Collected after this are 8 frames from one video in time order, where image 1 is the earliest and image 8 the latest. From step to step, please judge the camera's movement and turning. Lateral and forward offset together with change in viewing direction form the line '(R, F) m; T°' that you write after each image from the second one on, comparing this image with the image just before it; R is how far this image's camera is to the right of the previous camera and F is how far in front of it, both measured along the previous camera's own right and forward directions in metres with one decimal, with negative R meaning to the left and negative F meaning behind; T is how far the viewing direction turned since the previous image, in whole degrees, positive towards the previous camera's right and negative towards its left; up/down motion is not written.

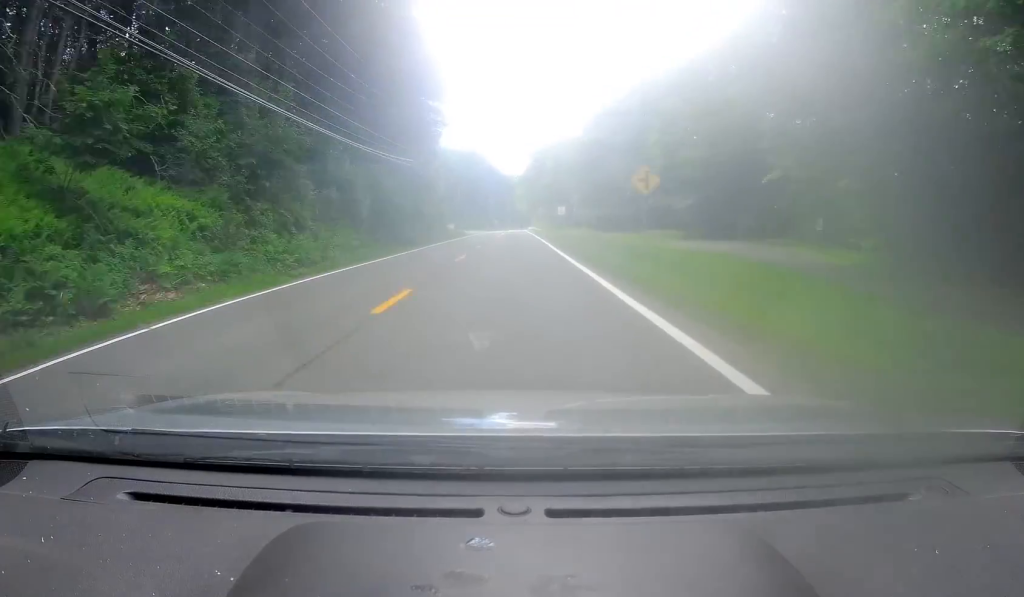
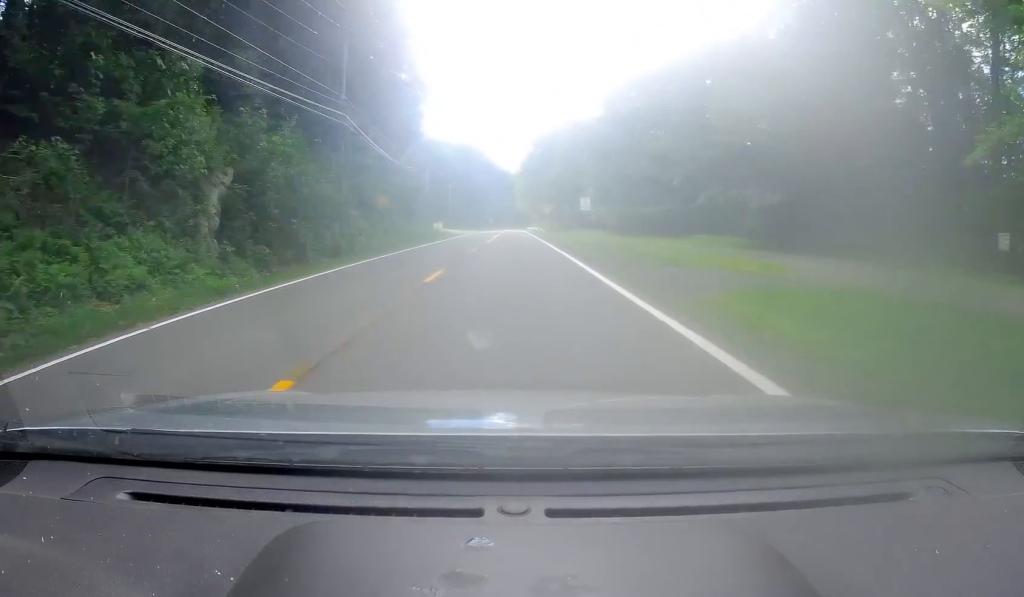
(+0.1, +19.8) m; 0°
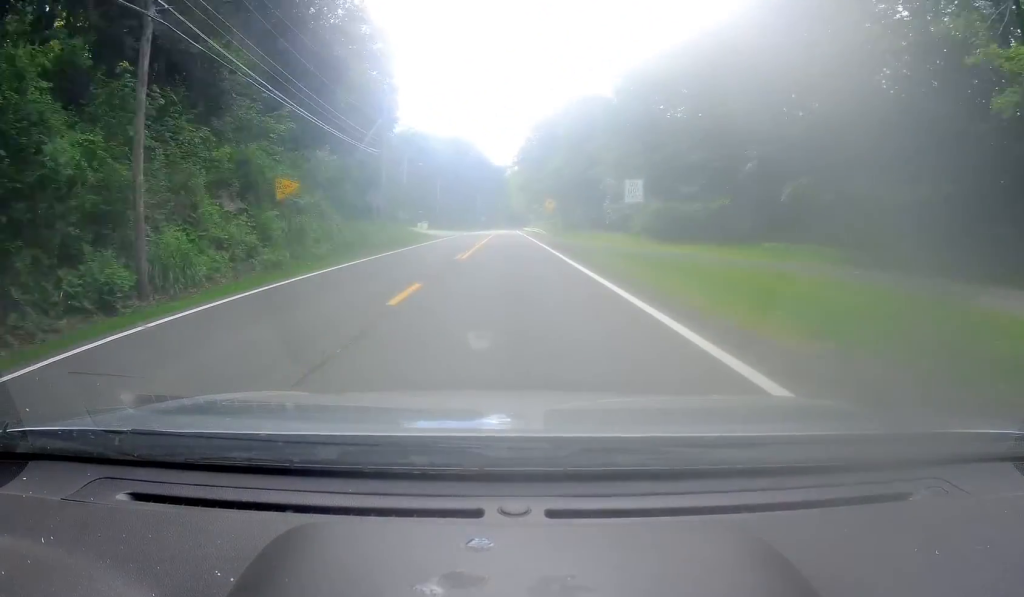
(+0.2, +16.8) m; 0°
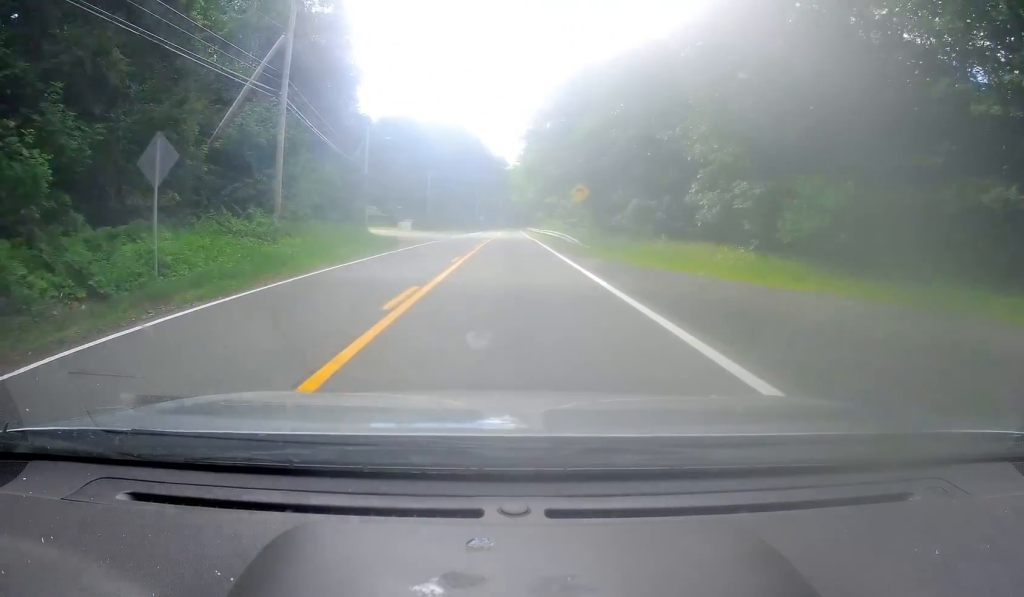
(-0.4, +24.9) m; 0°
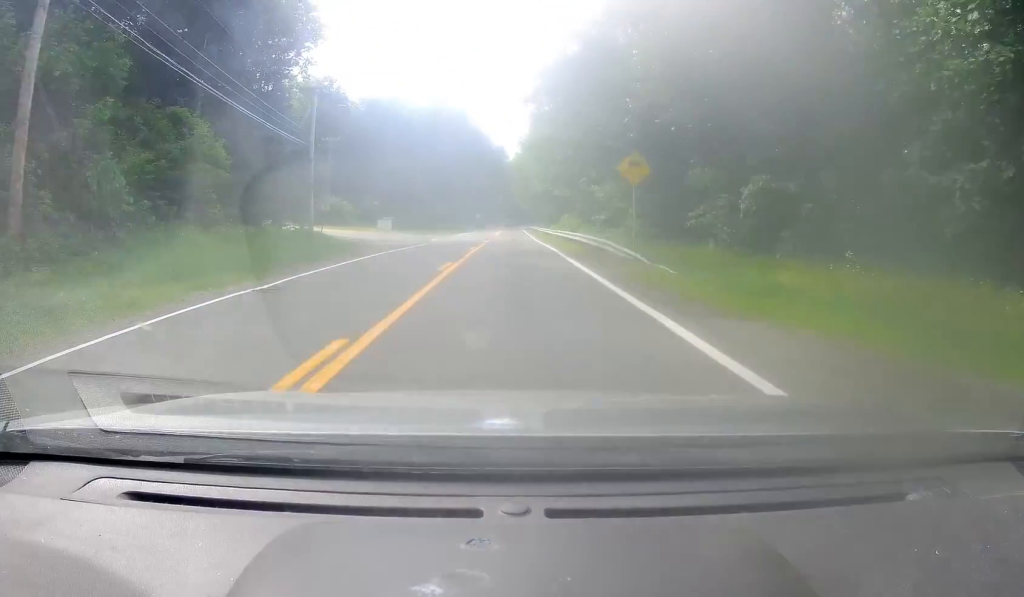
(+0.2, +17.5) m; 0°
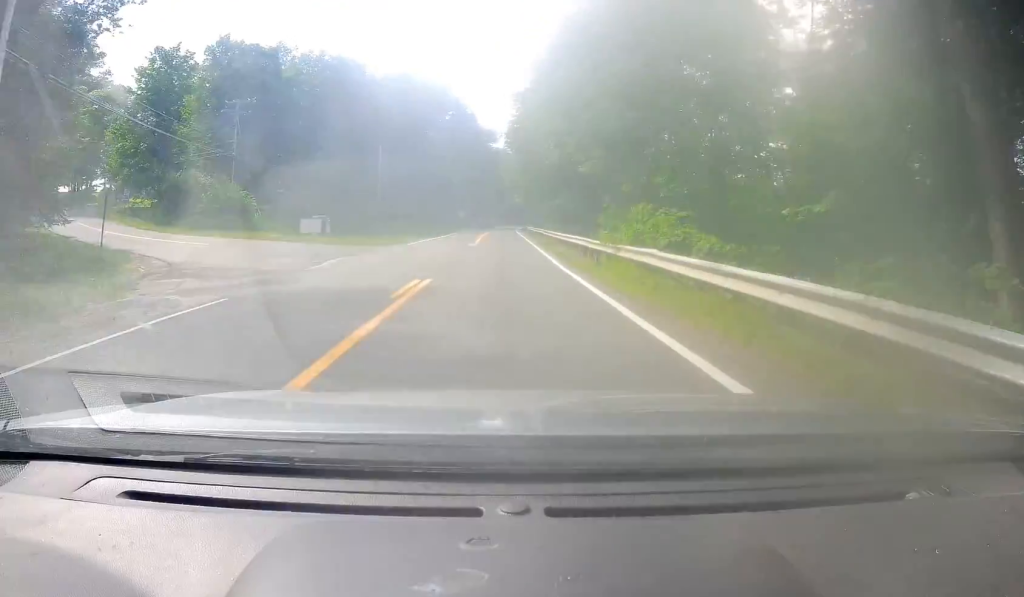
(+0.2, +30.1) m; +2°
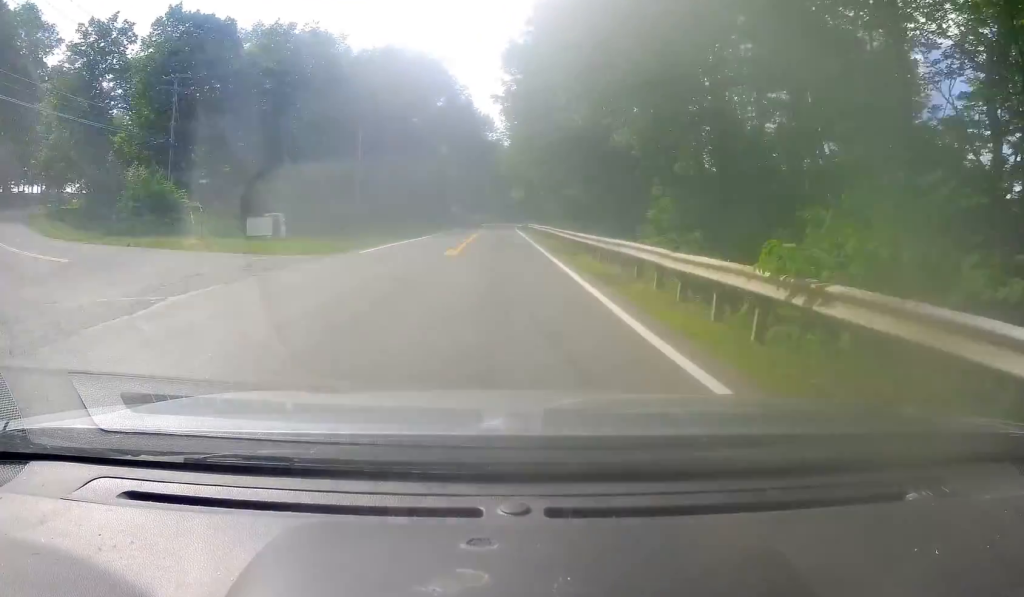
(+0.2, +11.9) m; +1°
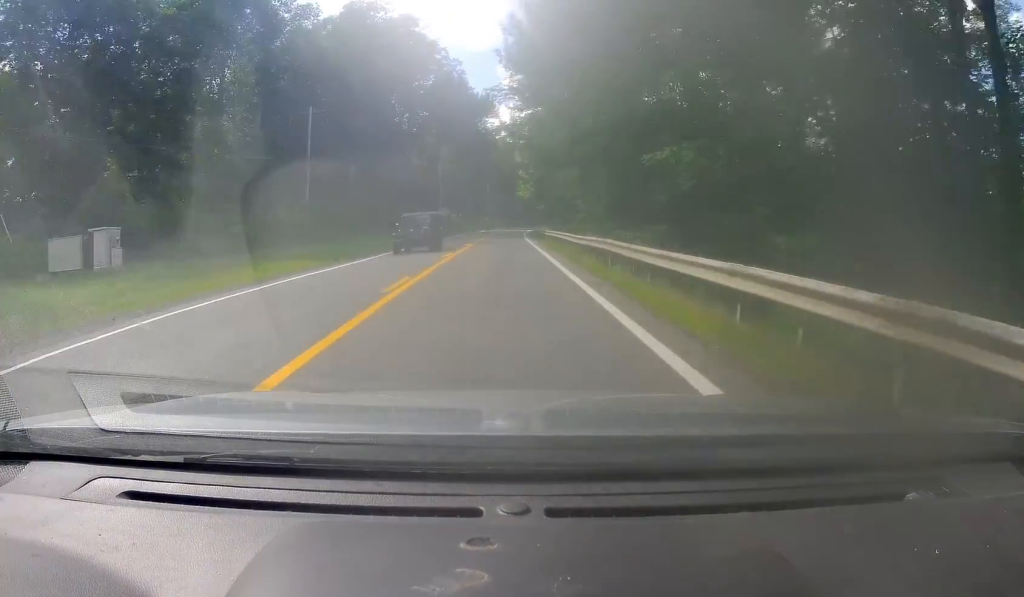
(+0.2, +23.1) m; -2°
